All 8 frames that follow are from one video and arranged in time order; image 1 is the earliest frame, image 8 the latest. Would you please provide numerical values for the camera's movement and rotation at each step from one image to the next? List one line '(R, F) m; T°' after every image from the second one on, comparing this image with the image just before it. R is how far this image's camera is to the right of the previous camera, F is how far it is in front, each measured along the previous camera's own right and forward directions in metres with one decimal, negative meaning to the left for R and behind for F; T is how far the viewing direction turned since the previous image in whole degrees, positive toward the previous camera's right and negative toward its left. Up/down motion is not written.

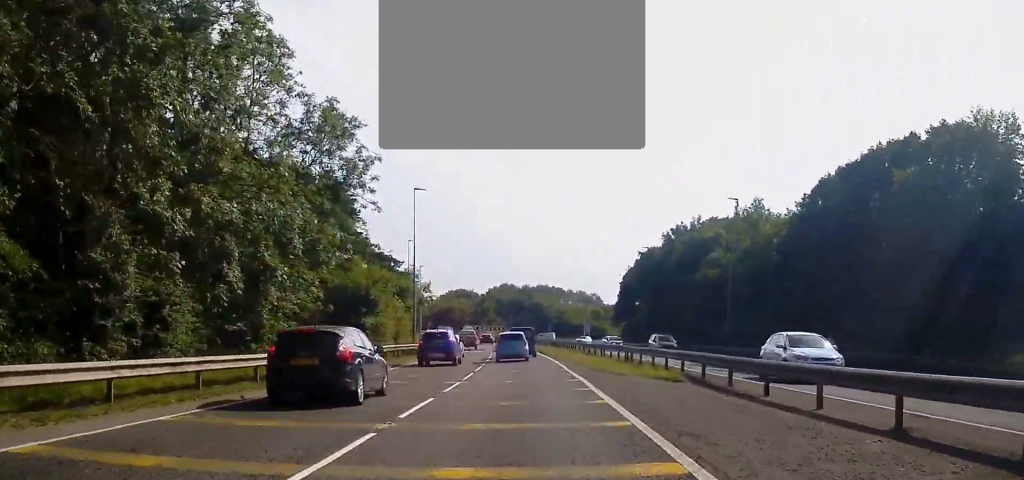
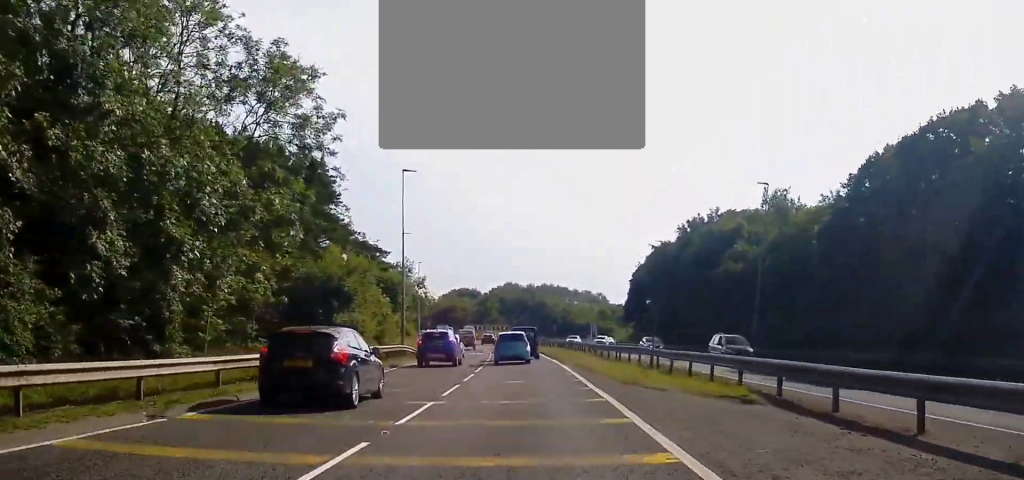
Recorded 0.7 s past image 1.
(-0.1, +7.0) m; 0°
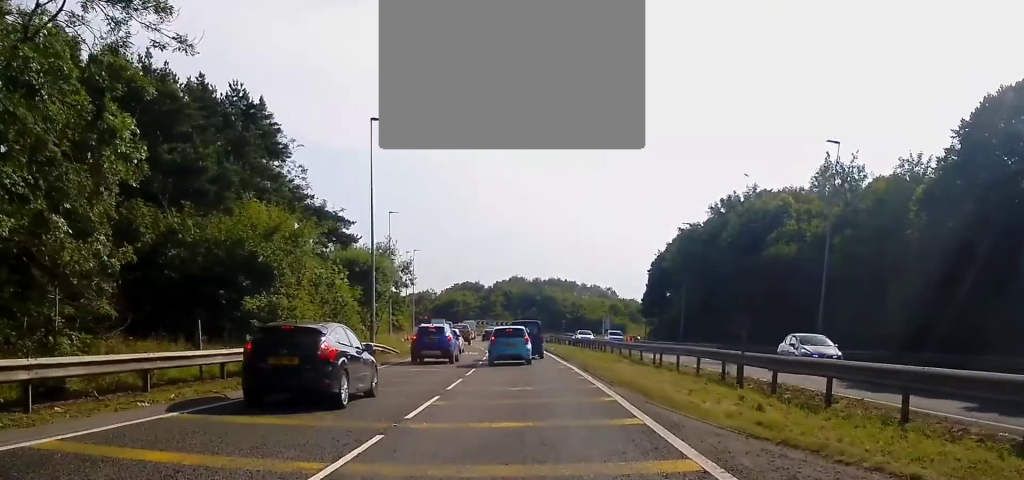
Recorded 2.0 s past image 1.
(+0.3, +11.6) m; 0°
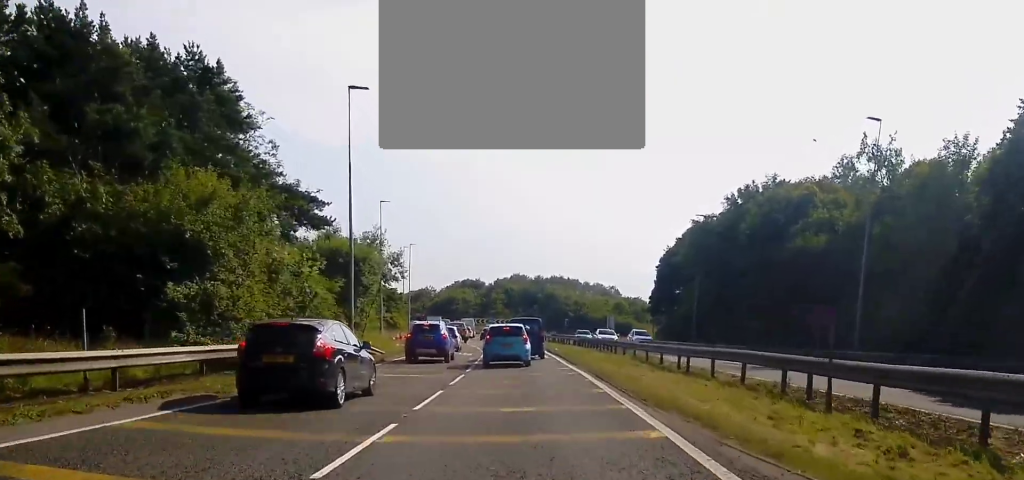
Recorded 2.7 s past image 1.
(0.0, +5.1) m; 0°
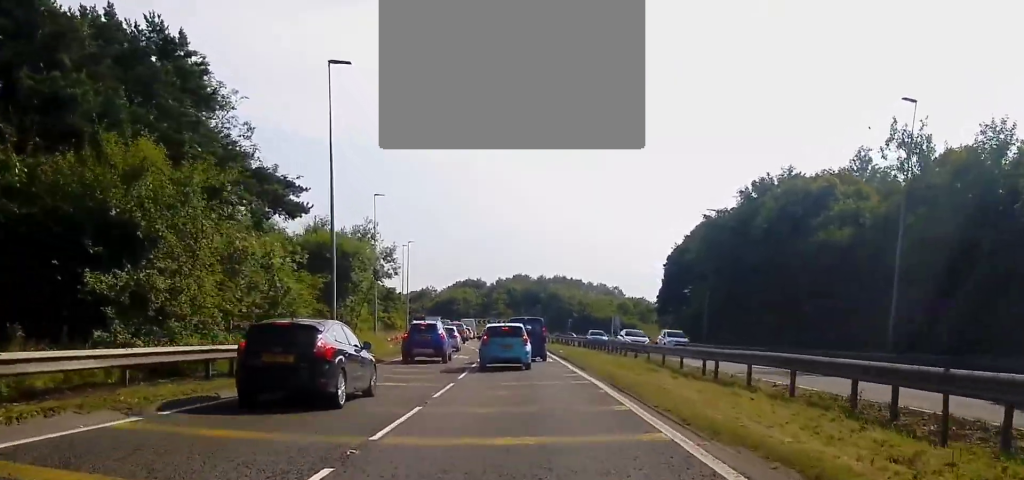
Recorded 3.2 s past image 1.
(-0.1, +3.5) m; 0°
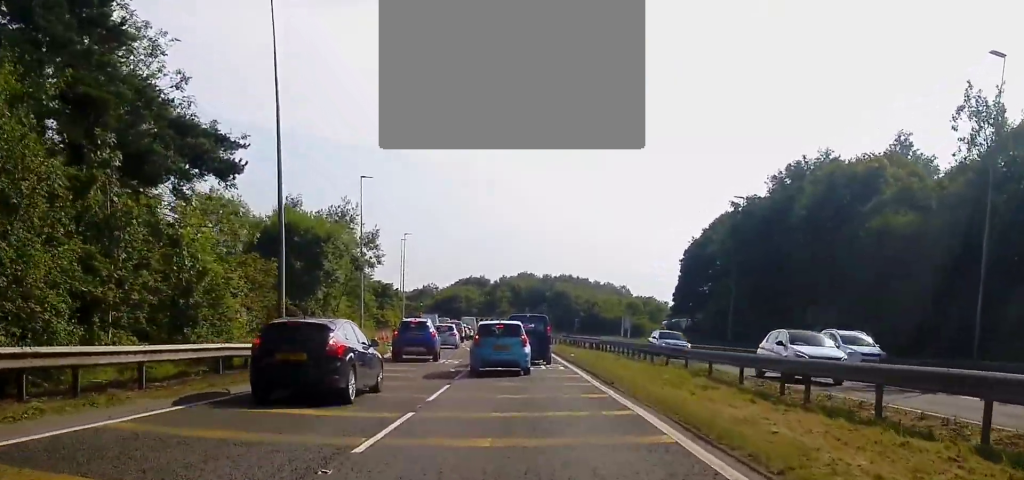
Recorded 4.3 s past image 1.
(+0.3, +7.2) m; 0°
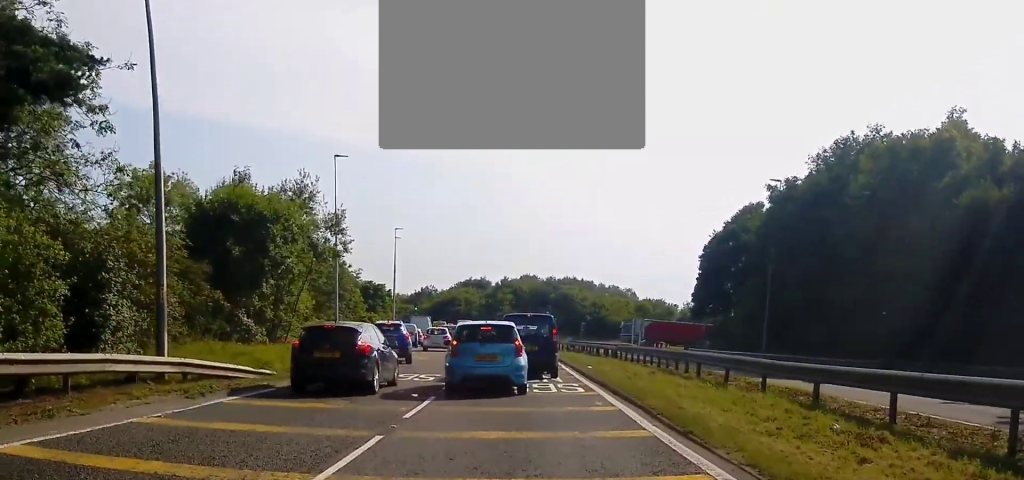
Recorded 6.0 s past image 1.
(-0.2, +8.5) m; -1°
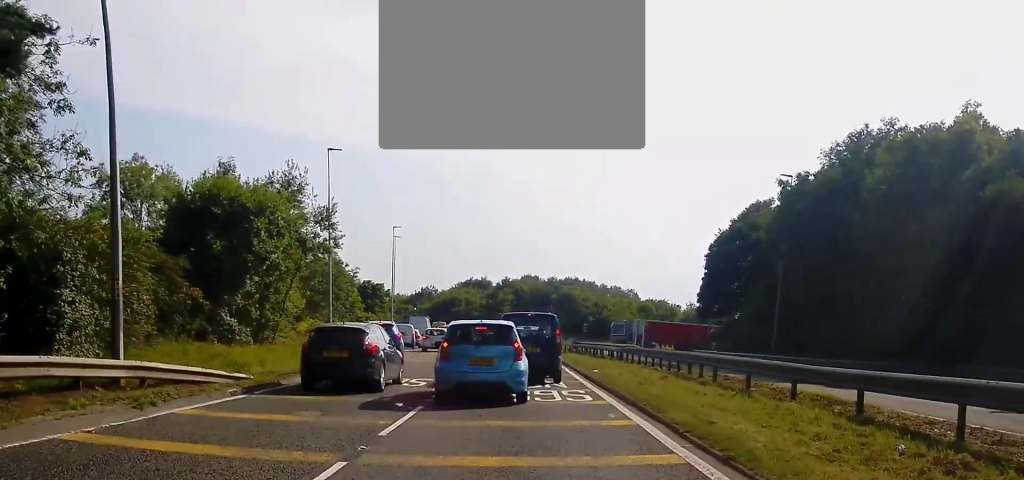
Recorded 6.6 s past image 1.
(+0.1, +2.0) m; 0°
